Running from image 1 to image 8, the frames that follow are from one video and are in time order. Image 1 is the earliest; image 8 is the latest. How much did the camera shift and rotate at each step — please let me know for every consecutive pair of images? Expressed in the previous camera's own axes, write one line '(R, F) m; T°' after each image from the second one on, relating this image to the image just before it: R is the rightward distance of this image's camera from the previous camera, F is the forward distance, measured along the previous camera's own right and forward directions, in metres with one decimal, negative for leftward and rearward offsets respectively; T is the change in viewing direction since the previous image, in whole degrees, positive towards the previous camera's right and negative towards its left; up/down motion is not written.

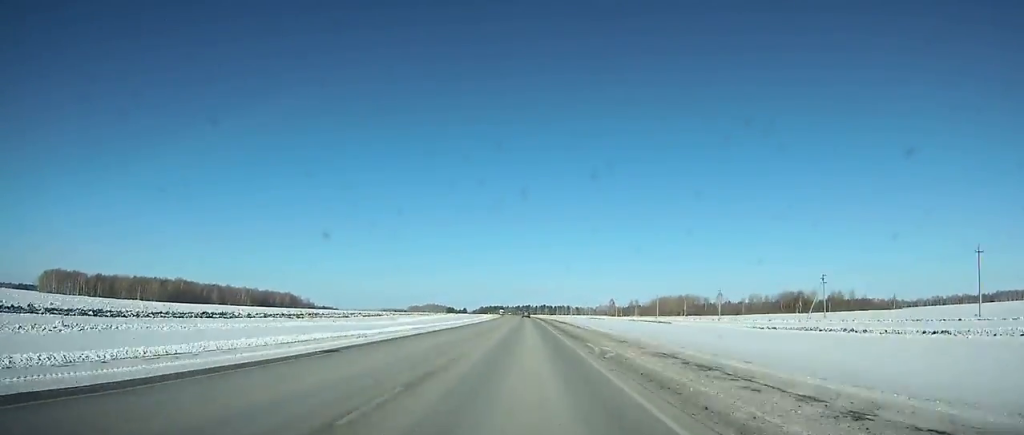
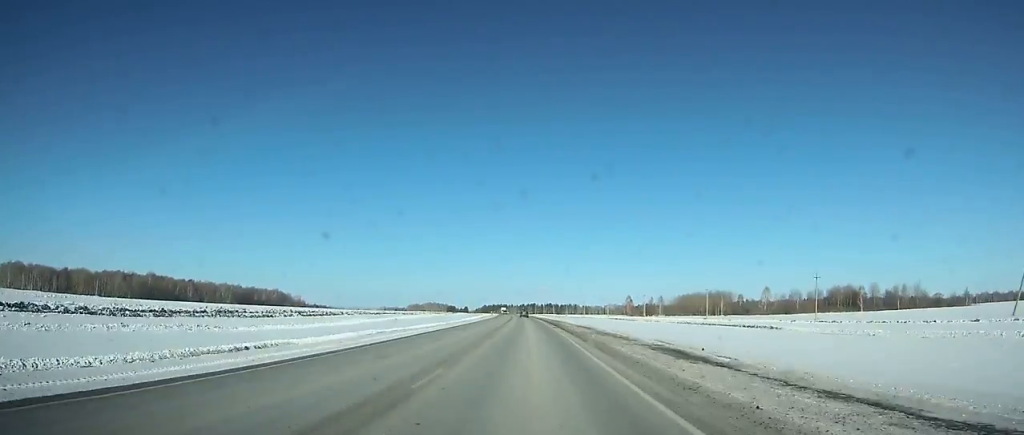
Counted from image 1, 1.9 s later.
(-0.4, +58.4) m; -1°
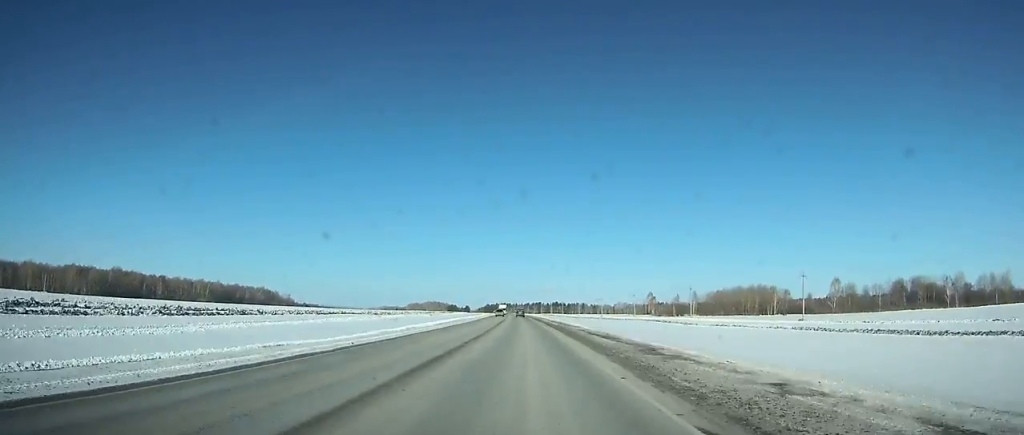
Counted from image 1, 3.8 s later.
(-0.2, +58.3) m; -1°
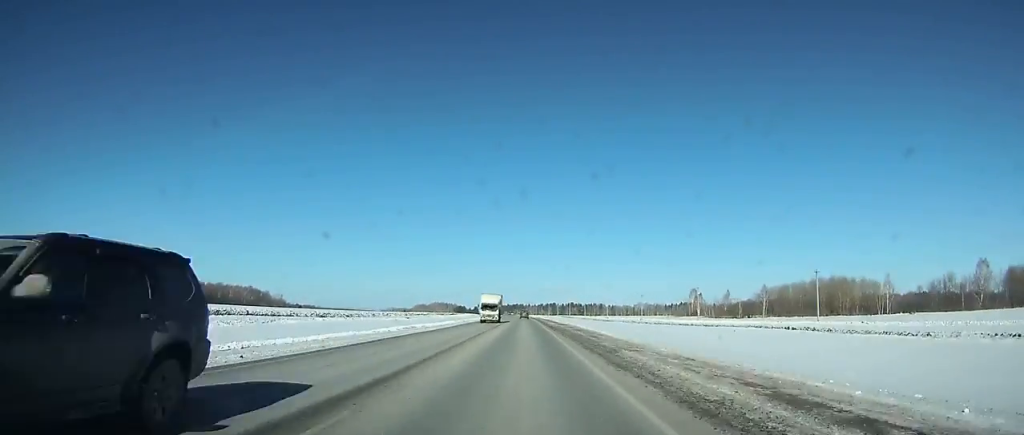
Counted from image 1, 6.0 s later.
(-0.6, +67.2) m; -1°
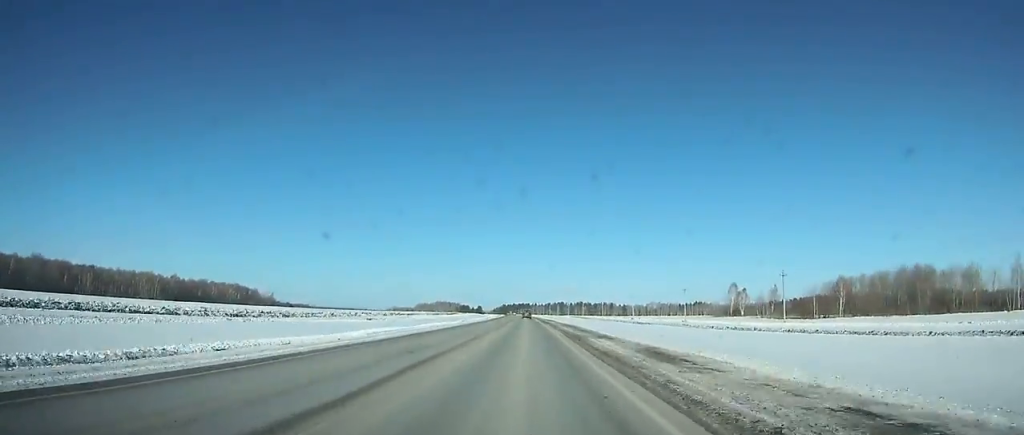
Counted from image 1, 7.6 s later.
(-0.3, +48.7) m; -1°
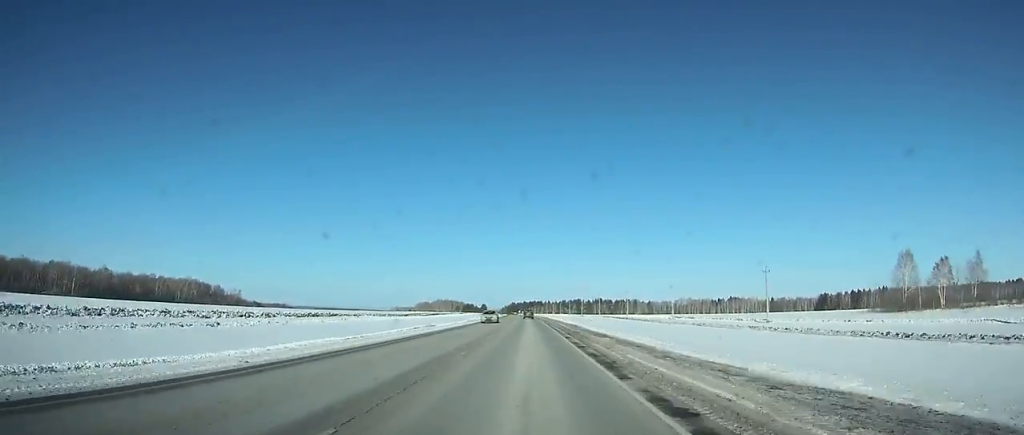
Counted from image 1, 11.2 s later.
(-1.3, +109.1) m; -1°
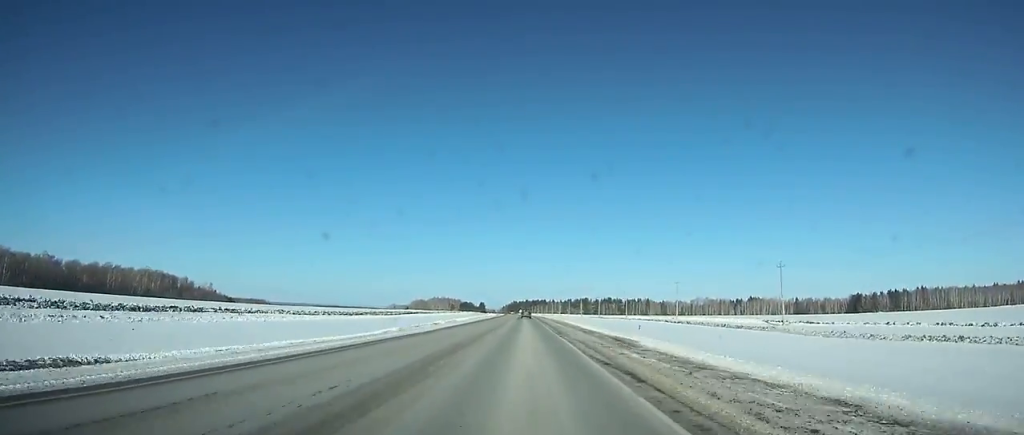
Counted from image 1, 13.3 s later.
(-0.2, +63.4) m; -1°
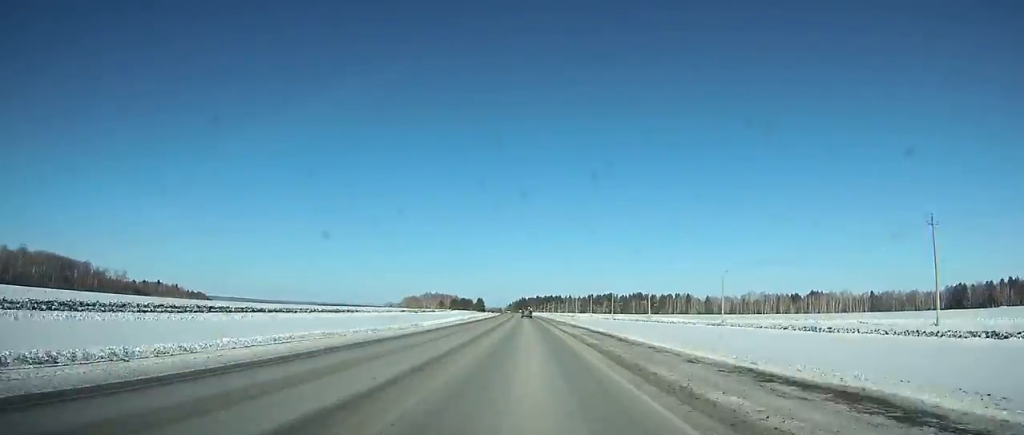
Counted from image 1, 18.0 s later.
(-1.5, +141.3) m; -1°
